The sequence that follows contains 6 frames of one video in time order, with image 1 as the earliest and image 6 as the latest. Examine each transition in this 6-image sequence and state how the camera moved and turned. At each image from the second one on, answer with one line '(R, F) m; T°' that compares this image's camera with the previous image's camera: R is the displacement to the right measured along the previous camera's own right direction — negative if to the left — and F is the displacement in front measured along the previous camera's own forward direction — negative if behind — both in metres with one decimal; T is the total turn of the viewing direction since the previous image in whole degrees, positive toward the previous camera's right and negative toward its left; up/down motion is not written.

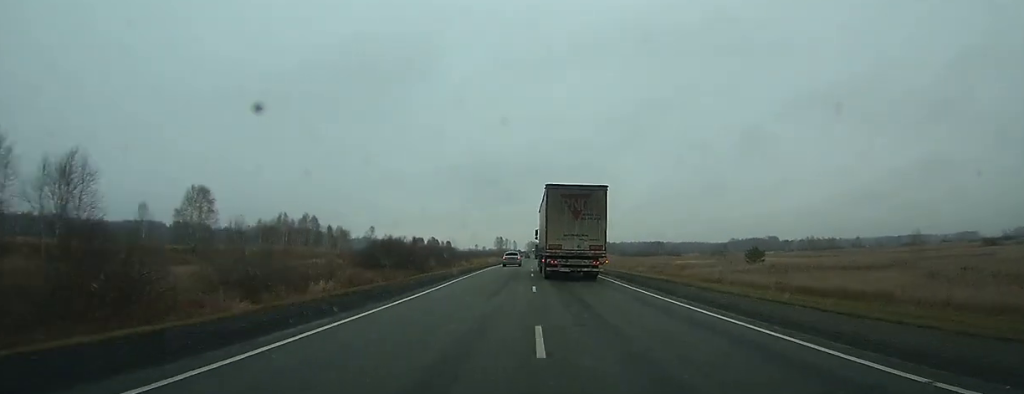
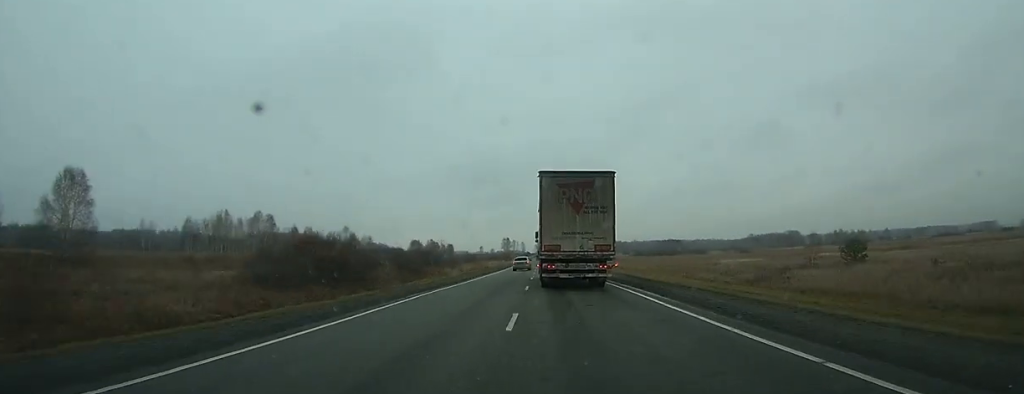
(+0.2, +33.3) m; 0°
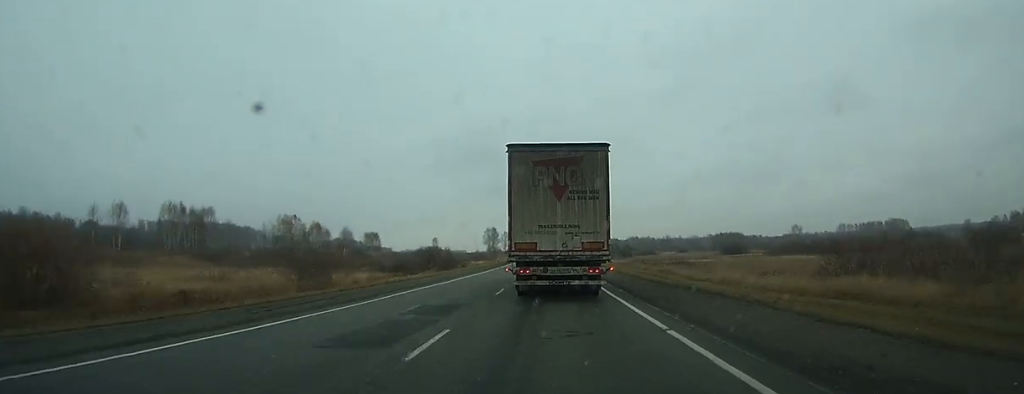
(-0.3, +201.0) m; 0°
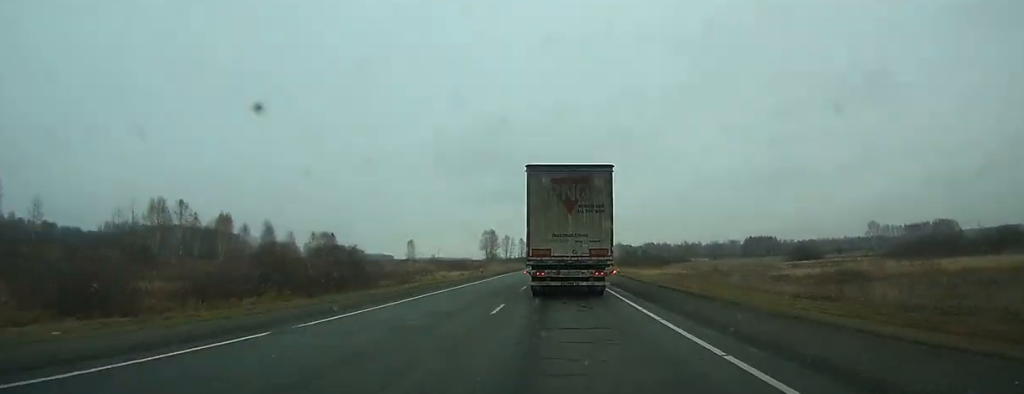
(-0.5, +53.2) m; -1°
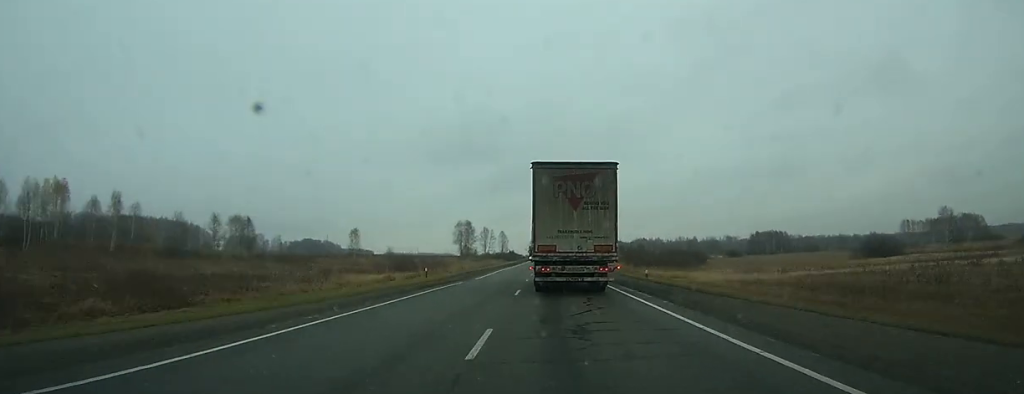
(-0.3, +40.9) m; 0°
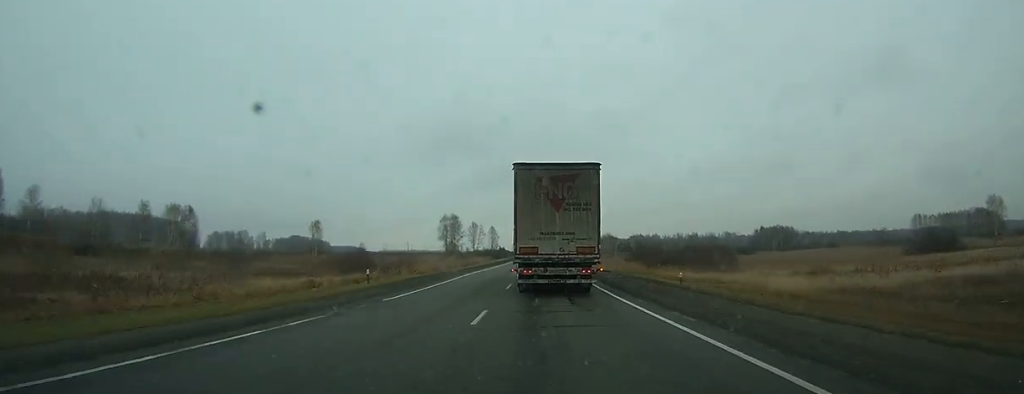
(+0.2, +19.5) m; 0°
